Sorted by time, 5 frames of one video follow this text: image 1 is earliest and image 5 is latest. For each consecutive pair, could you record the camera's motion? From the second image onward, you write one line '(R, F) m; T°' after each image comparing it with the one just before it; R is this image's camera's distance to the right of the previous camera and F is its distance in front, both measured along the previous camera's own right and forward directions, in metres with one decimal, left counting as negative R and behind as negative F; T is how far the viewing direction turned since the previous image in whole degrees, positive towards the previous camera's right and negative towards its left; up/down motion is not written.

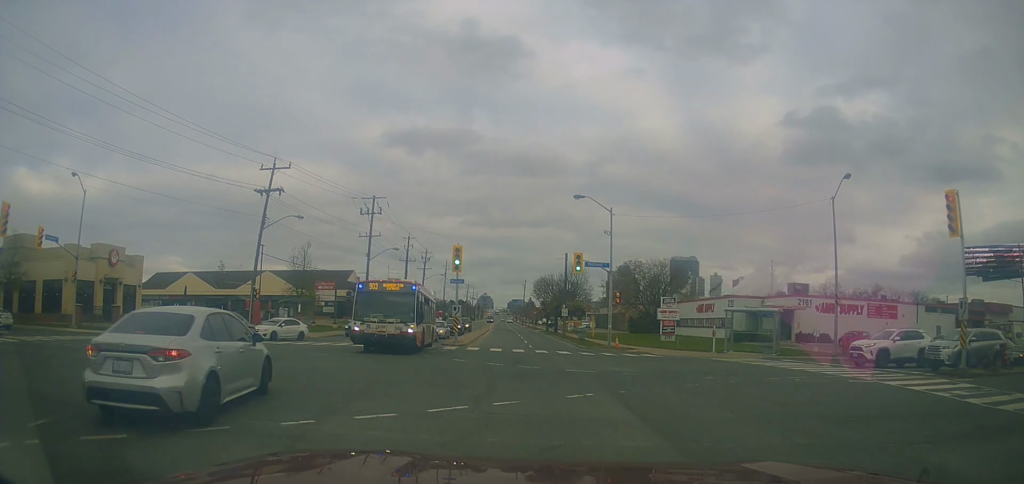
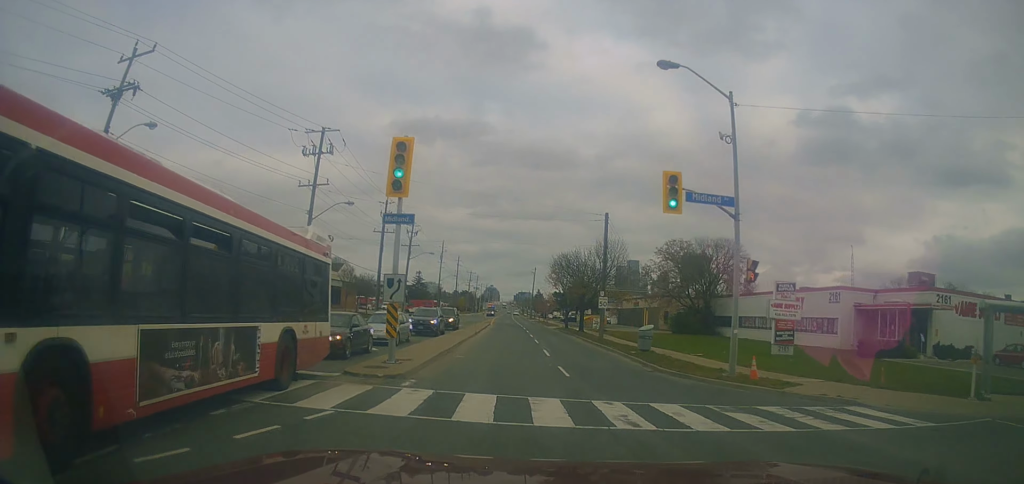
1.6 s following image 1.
(+0.7, +20.7) m; +2°
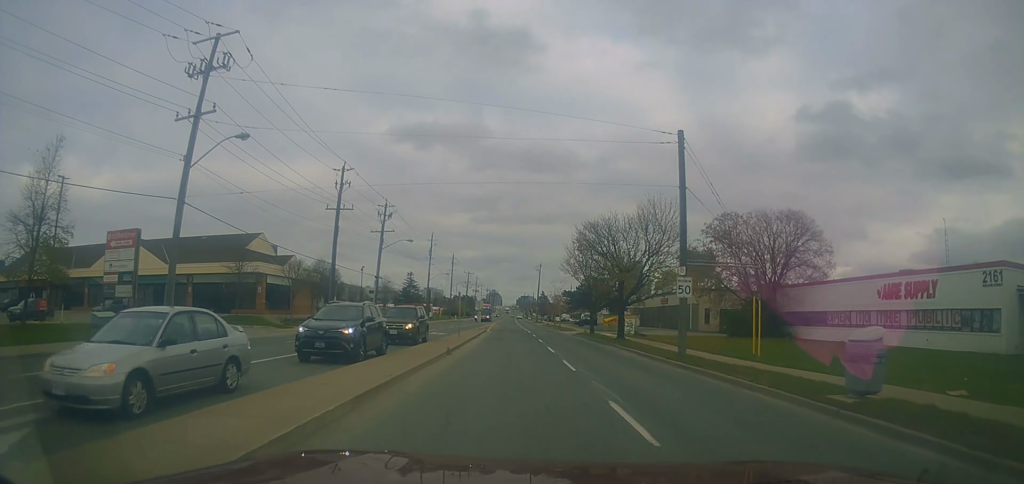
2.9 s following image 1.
(-0.2, +17.4) m; -3°
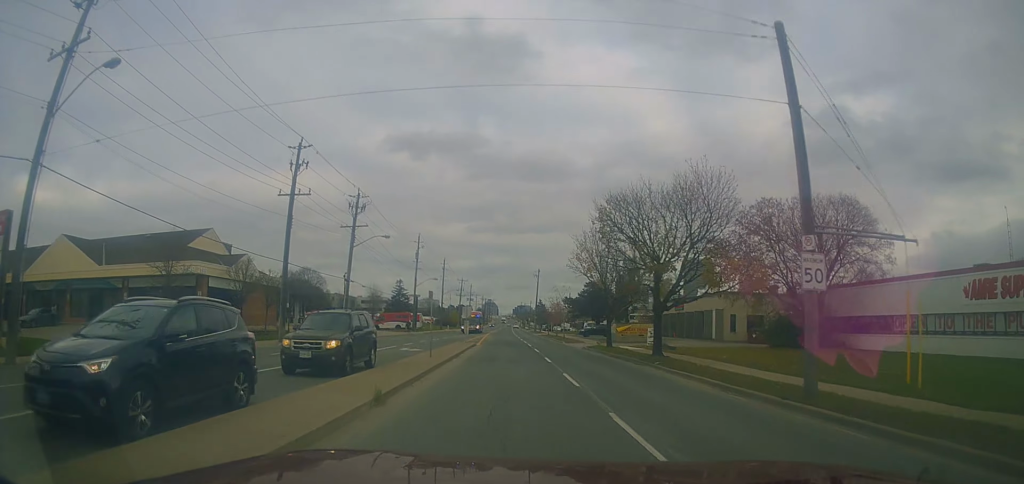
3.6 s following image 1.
(-0.3, +9.5) m; -1°
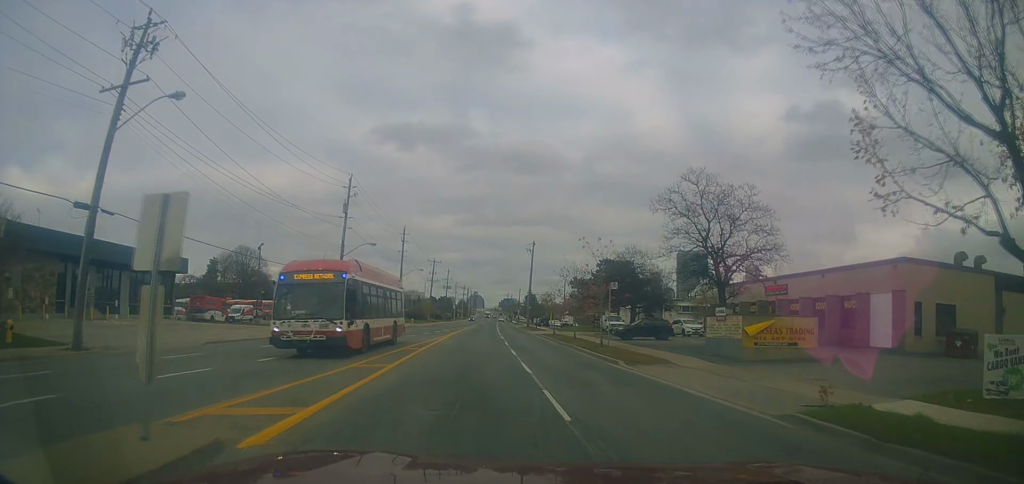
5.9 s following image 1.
(+1.7, +32.2) m; +5°
